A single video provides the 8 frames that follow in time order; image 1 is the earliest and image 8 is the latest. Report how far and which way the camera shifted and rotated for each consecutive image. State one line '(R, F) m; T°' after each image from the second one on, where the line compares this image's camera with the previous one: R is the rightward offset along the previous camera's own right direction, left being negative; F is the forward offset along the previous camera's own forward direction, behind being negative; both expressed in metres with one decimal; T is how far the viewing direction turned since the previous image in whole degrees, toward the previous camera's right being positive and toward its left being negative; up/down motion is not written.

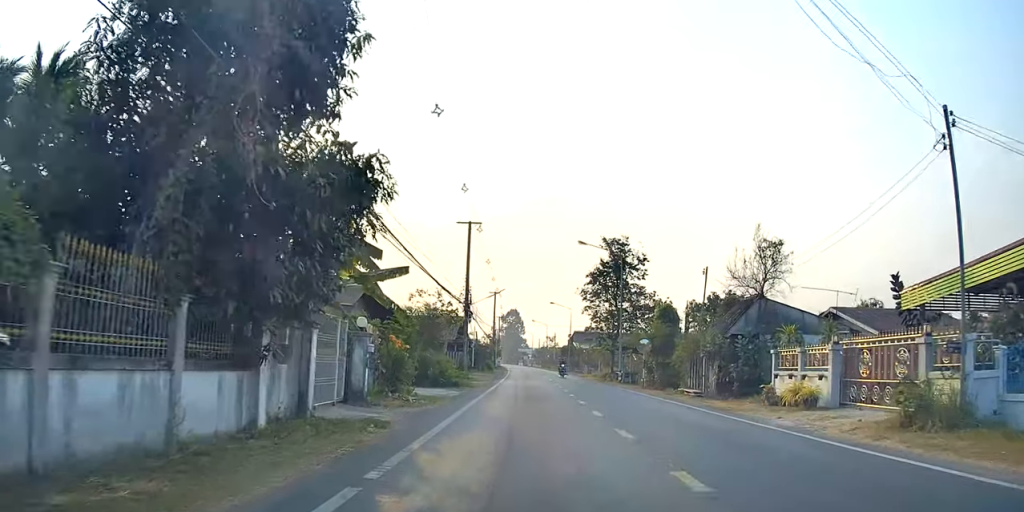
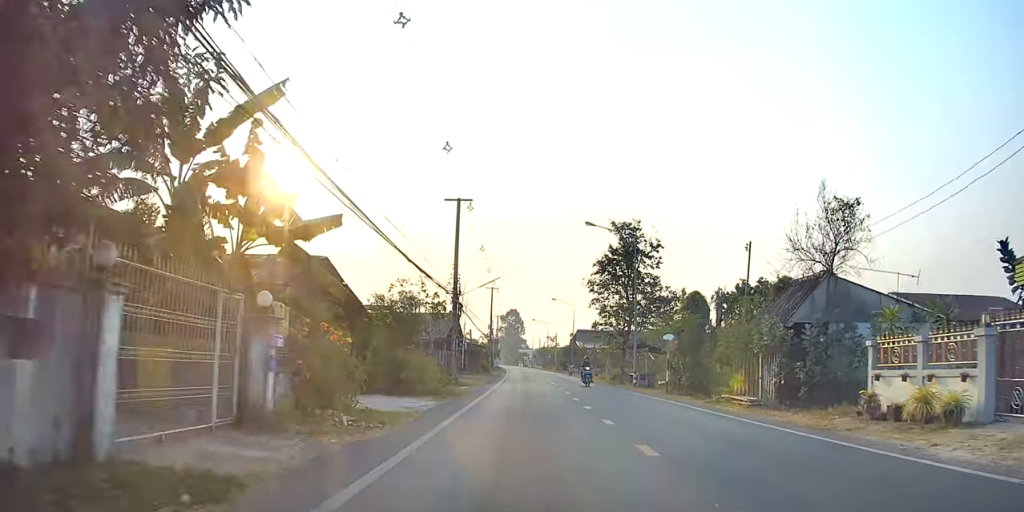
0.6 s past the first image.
(-0.1, +5.7) m; 0°
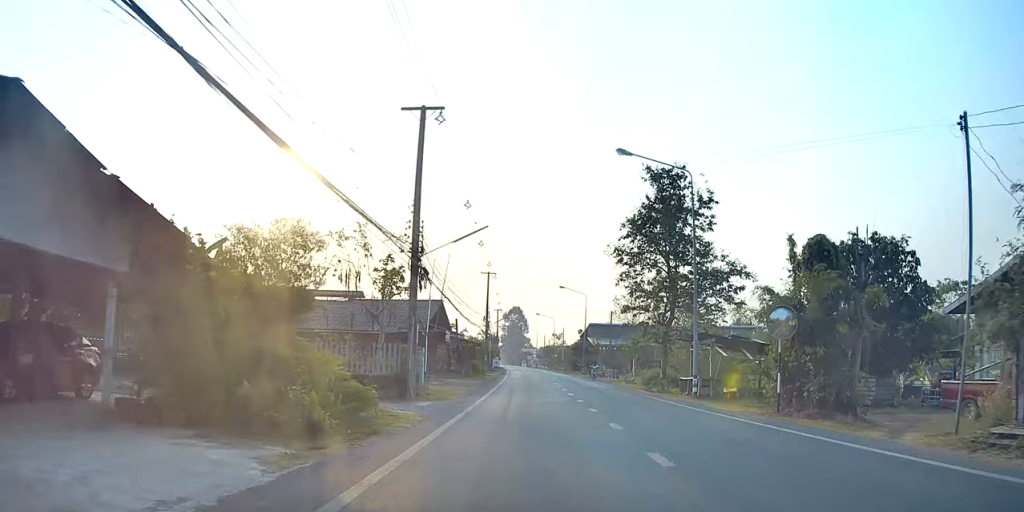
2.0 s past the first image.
(+0.1, +12.3) m; 0°
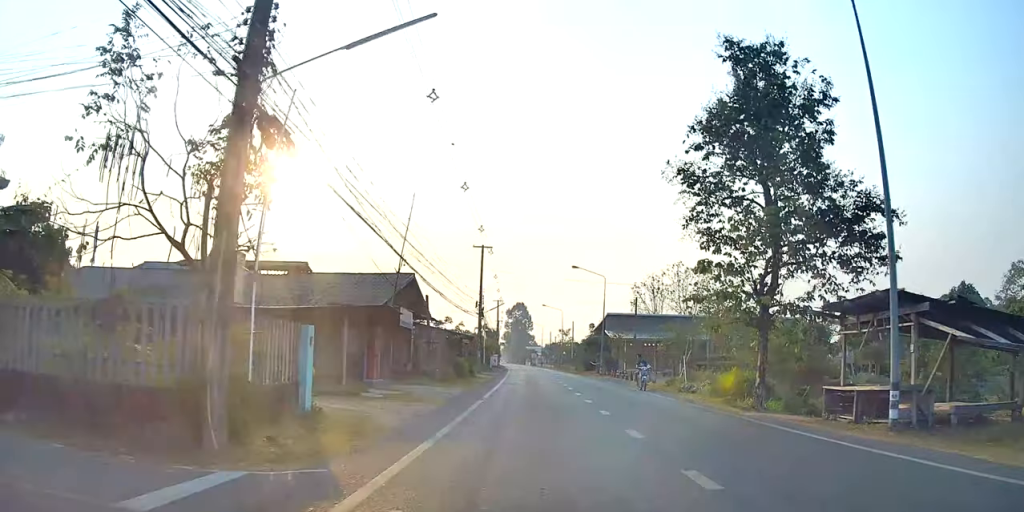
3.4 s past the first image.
(-0.3, +12.8) m; -1°
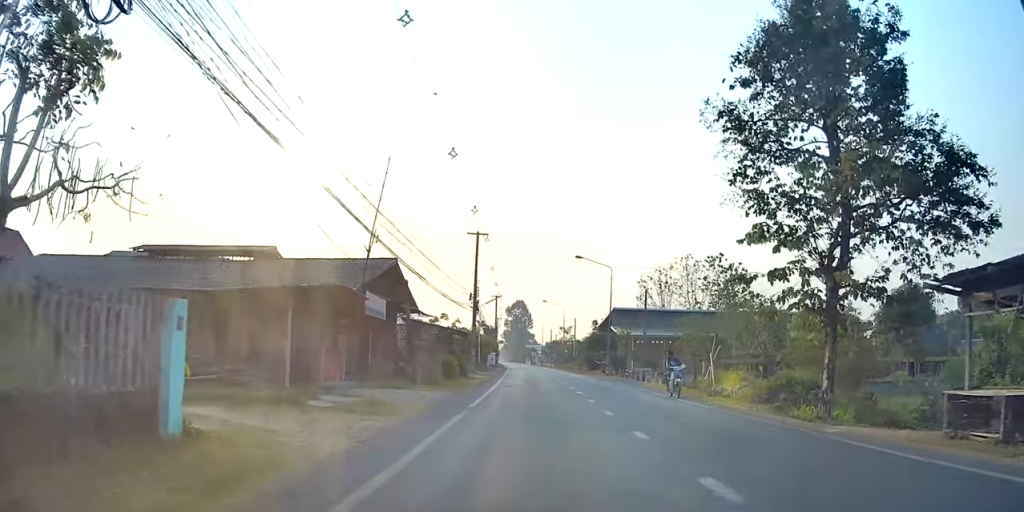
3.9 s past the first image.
(+0.1, +4.6) m; 0°
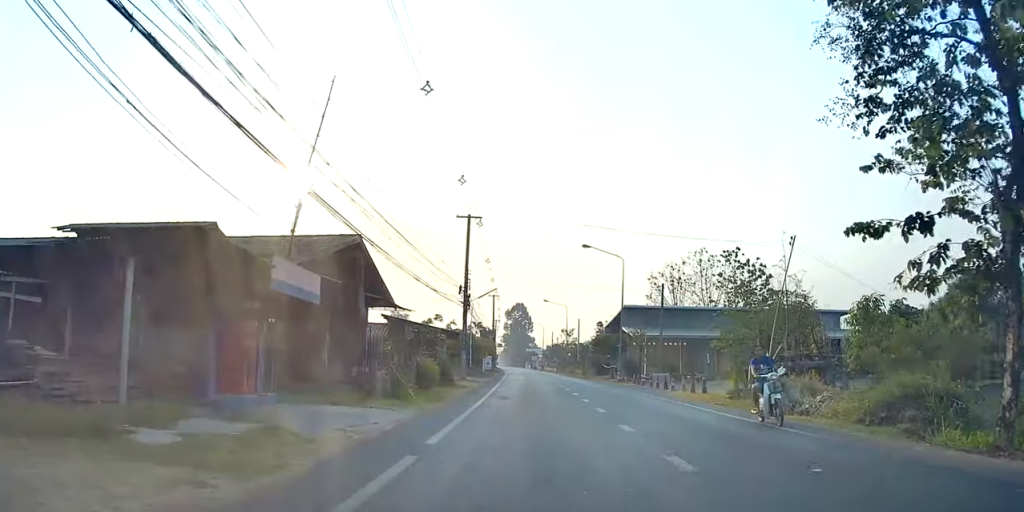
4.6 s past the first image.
(0.0, +6.3) m; +1°
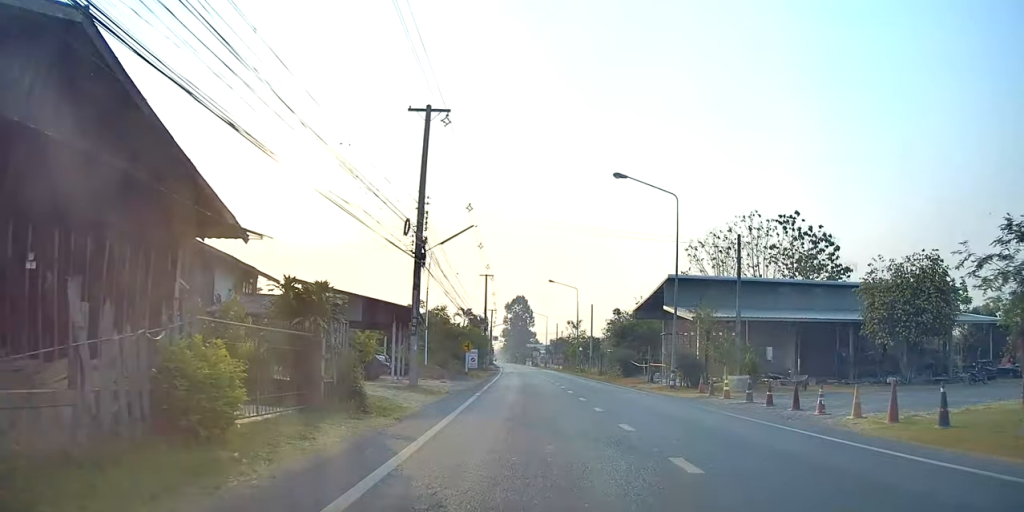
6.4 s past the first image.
(+0.3, +16.1) m; 0°
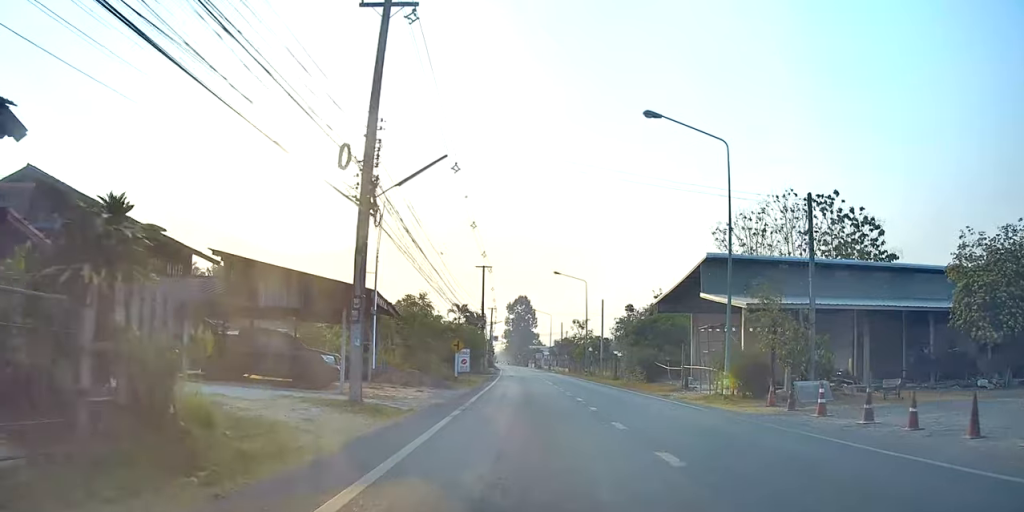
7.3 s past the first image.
(-0.3, +7.7) m; 0°
